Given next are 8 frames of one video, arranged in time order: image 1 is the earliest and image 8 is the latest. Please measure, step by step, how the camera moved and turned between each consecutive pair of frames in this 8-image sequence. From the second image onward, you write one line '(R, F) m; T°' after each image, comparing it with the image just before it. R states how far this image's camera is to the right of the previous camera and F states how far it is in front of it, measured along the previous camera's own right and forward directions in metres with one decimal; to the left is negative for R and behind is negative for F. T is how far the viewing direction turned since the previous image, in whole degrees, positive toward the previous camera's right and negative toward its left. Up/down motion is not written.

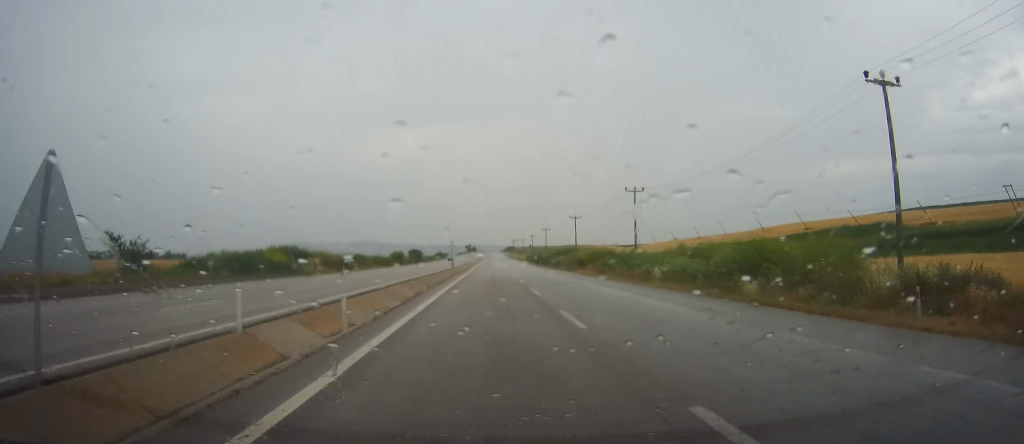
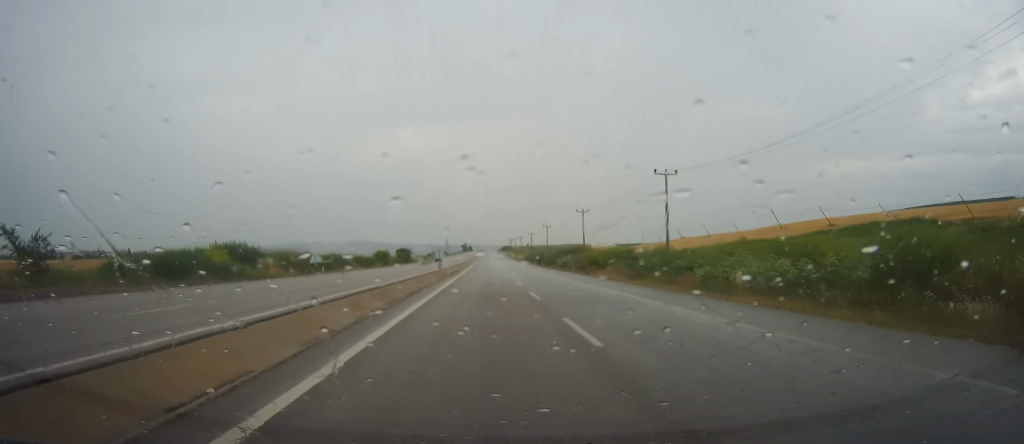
(+0.3, +14.0) m; 0°
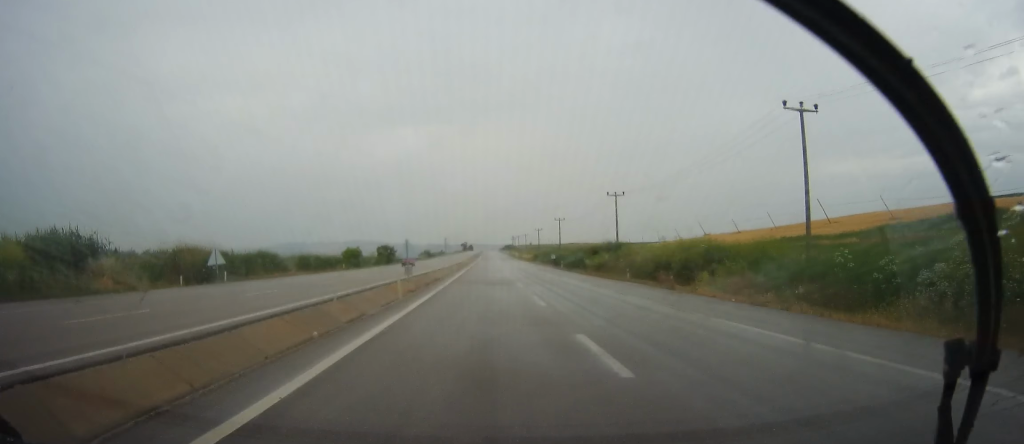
(-0.6, +24.7) m; -1°
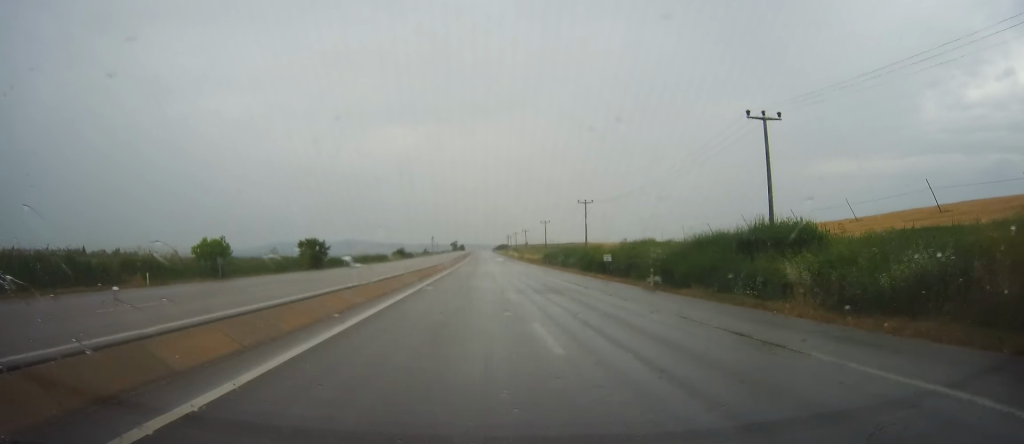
(+0.7, +43.2) m; +1°
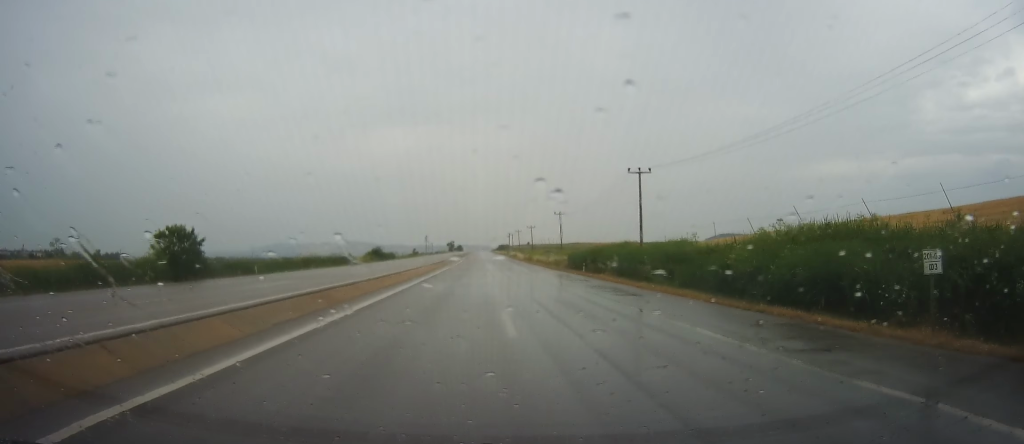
(-0.2, +31.1) m; 0°
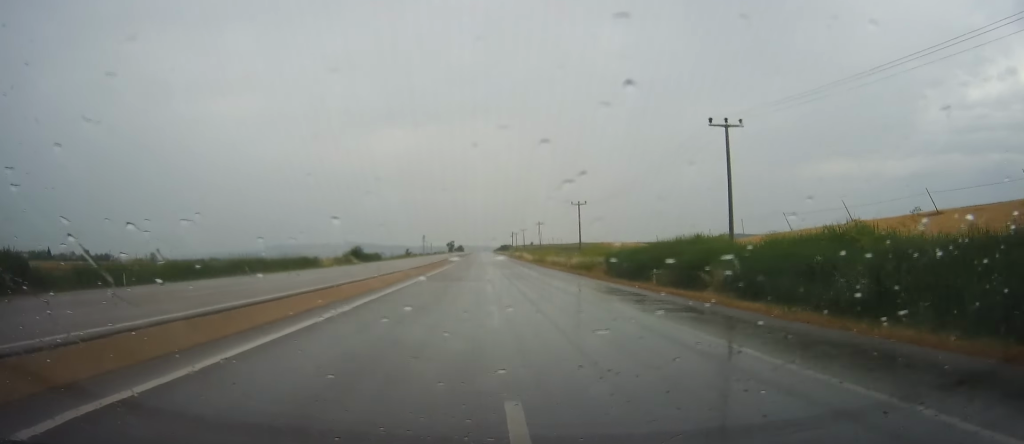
(-0.1, +20.4) m; 0°
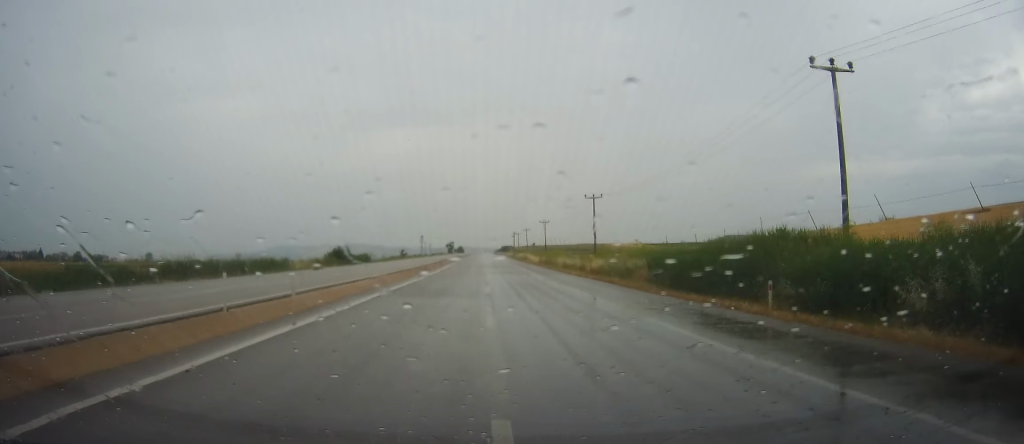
(-0.3, +11.3) m; 0°
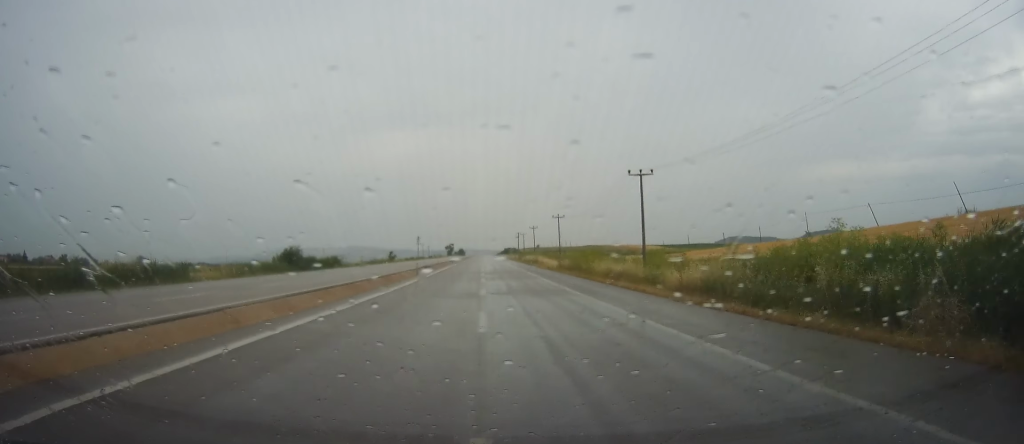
(+0.4, +22.4) m; +1°
